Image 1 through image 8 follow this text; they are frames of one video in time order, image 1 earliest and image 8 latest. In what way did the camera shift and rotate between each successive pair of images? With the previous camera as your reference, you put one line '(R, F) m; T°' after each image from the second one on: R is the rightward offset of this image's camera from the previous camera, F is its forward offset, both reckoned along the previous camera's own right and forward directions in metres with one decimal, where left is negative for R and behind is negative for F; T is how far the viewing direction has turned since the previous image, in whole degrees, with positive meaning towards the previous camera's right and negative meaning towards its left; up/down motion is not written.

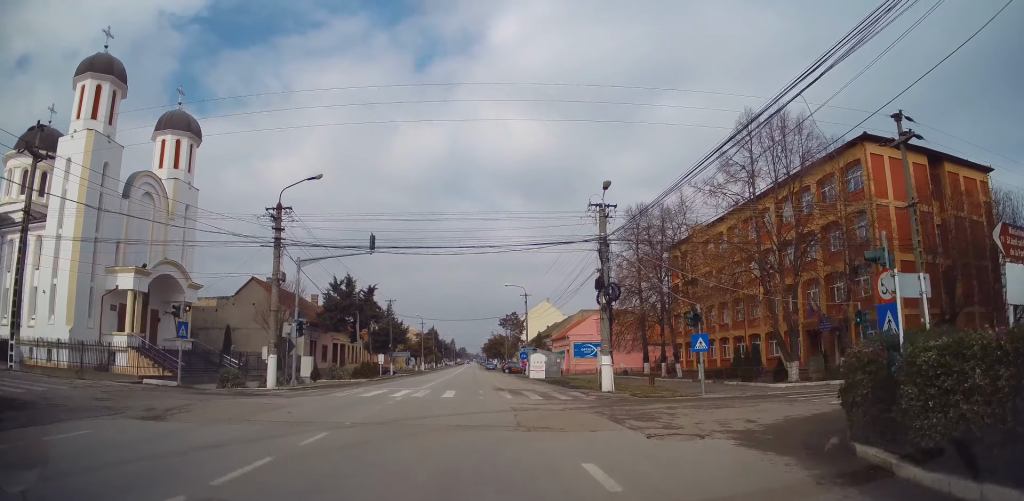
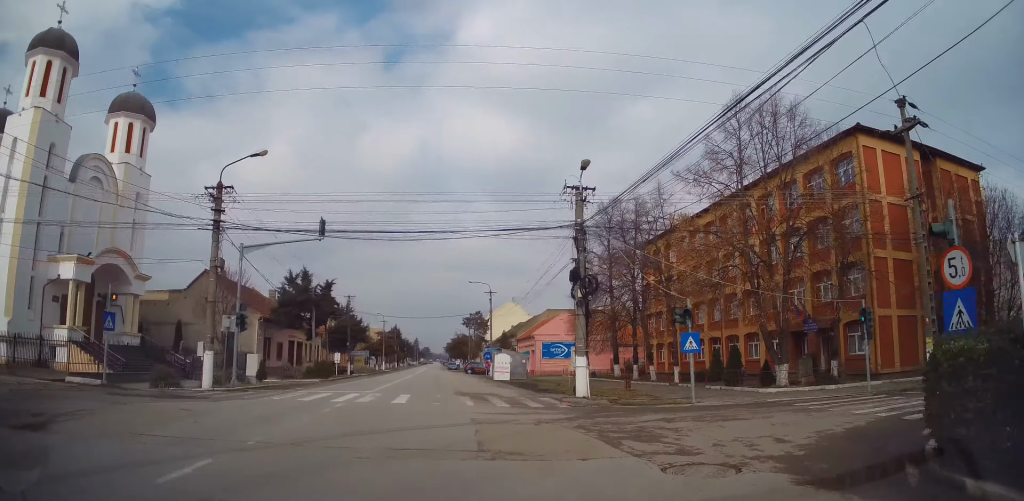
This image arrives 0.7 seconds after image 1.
(0.0, +2.7) m; +5°
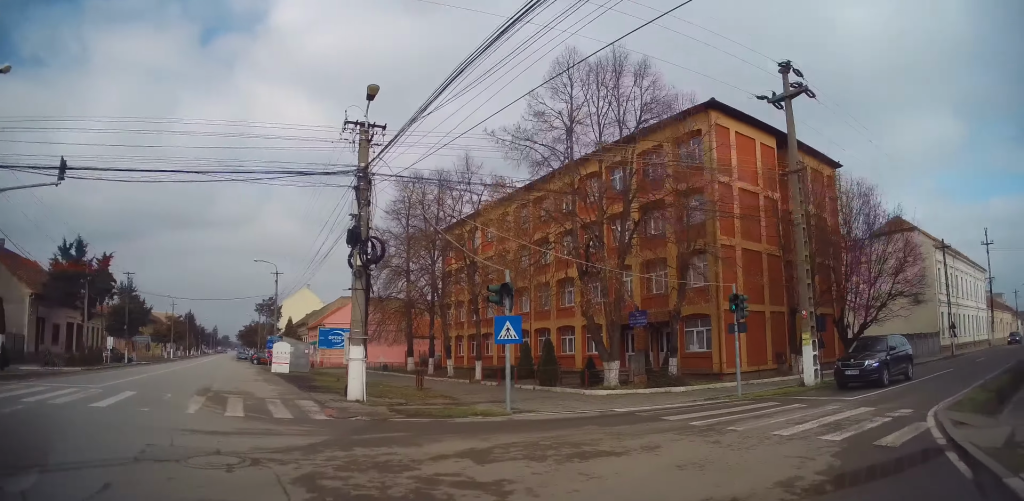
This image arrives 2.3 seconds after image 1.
(+0.6, +5.5) m; +11°
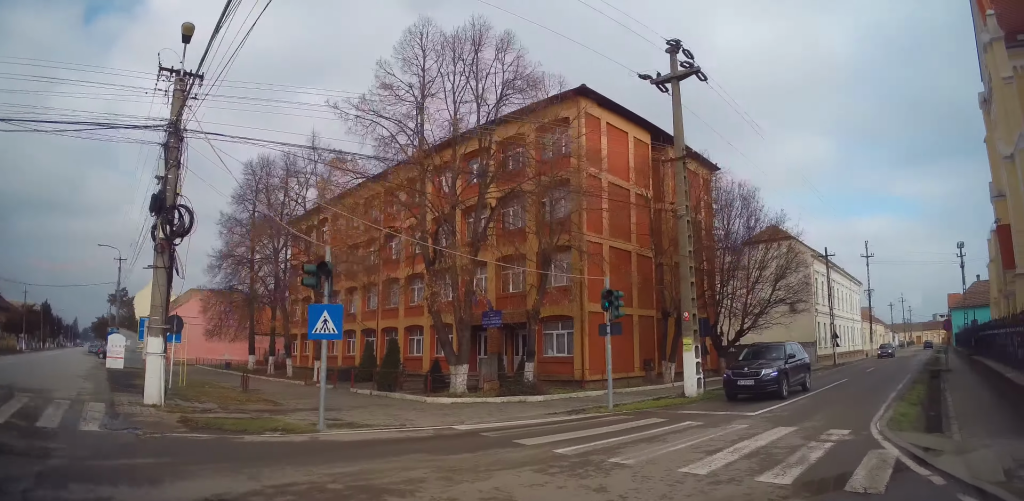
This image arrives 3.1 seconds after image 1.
(+0.2, +3.0) m; +17°
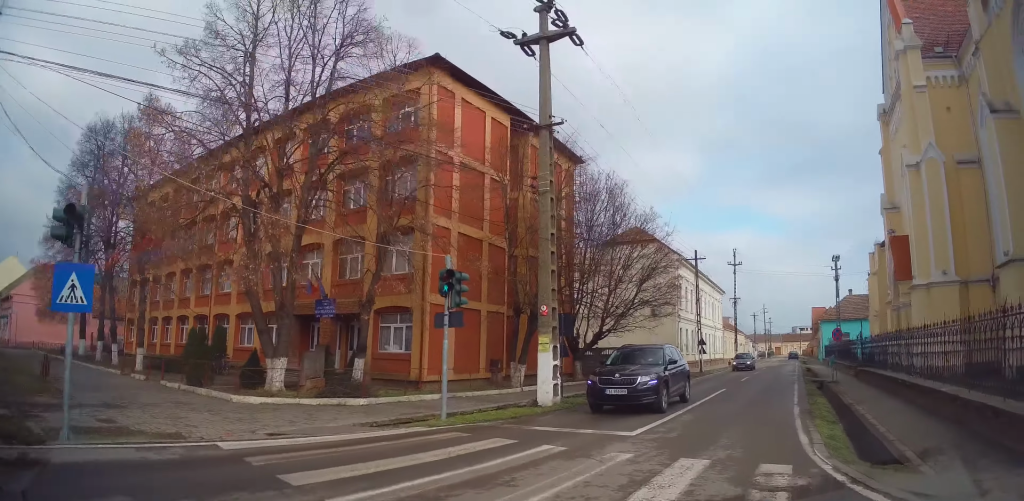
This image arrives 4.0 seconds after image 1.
(+0.6, +2.9) m; +23°
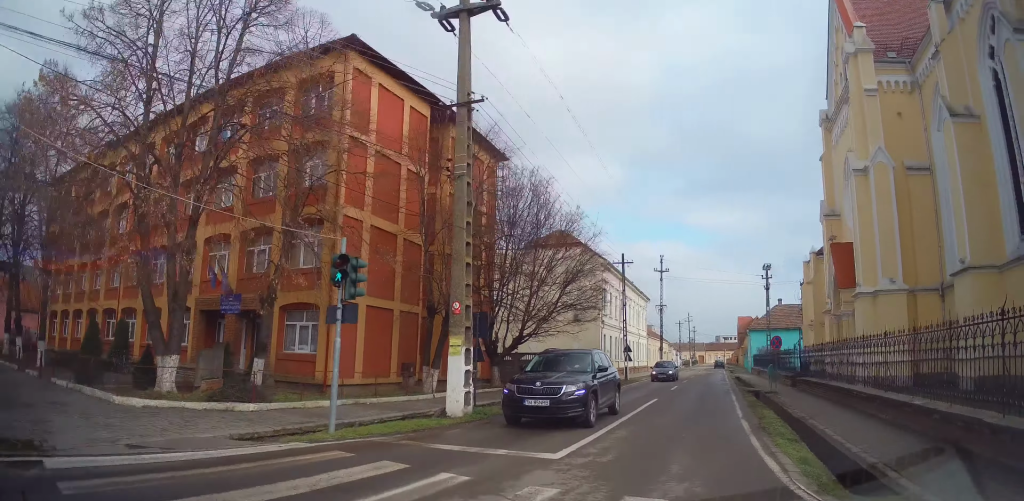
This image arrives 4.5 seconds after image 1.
(+0.4, +1.6) m; +8°
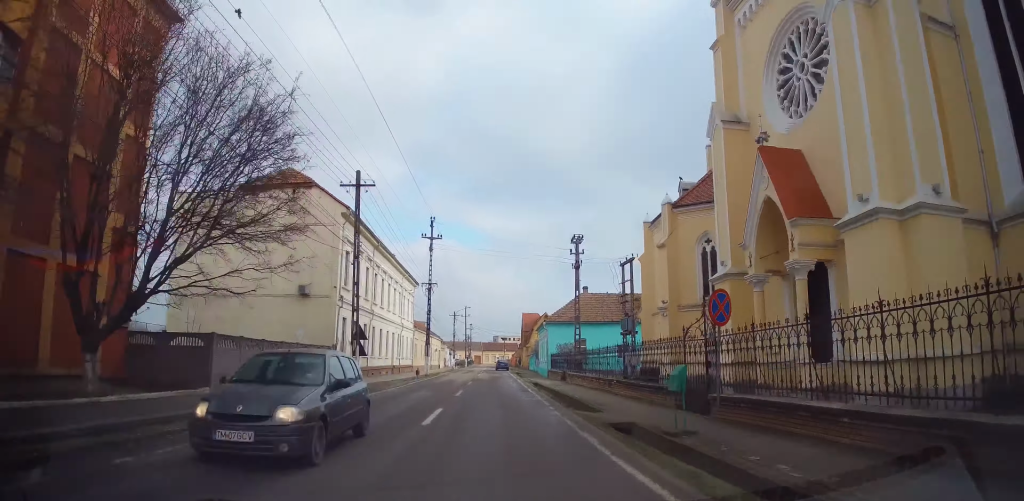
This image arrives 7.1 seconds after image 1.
(+3.5, +12.3) m; +26°
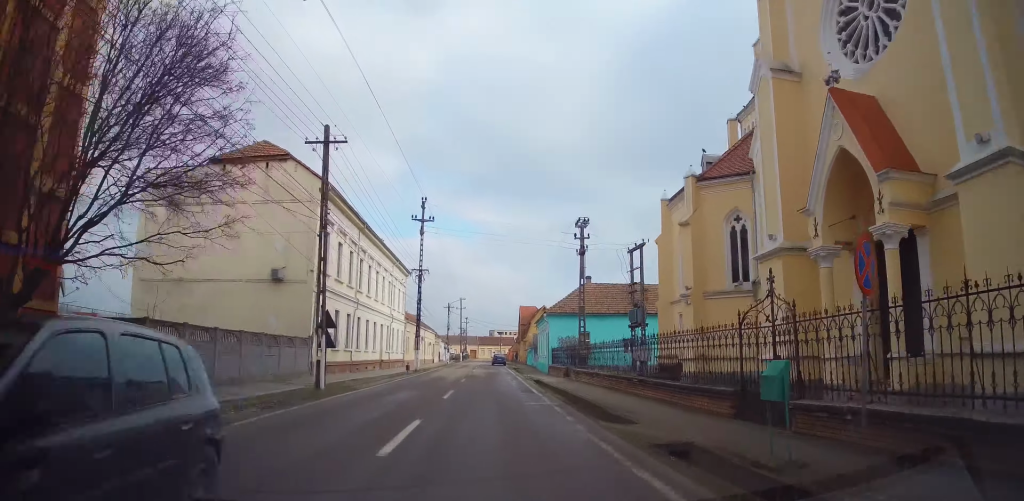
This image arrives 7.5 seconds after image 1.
(+0.2, +3.1) m; -1°
